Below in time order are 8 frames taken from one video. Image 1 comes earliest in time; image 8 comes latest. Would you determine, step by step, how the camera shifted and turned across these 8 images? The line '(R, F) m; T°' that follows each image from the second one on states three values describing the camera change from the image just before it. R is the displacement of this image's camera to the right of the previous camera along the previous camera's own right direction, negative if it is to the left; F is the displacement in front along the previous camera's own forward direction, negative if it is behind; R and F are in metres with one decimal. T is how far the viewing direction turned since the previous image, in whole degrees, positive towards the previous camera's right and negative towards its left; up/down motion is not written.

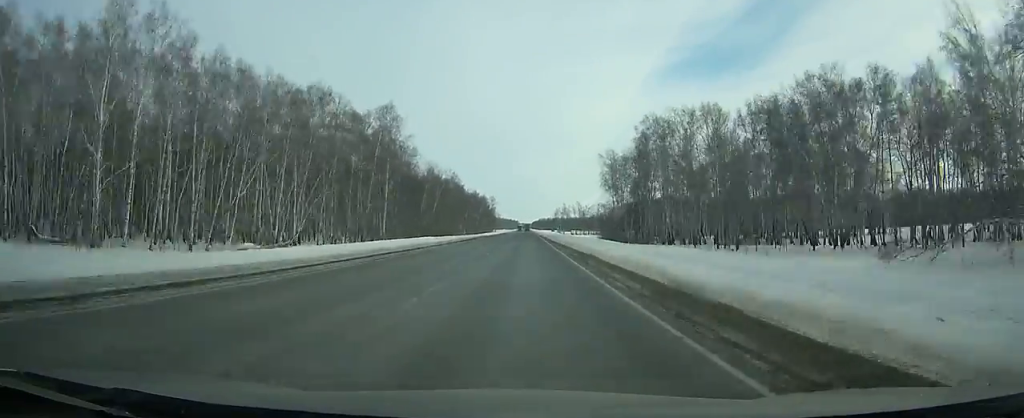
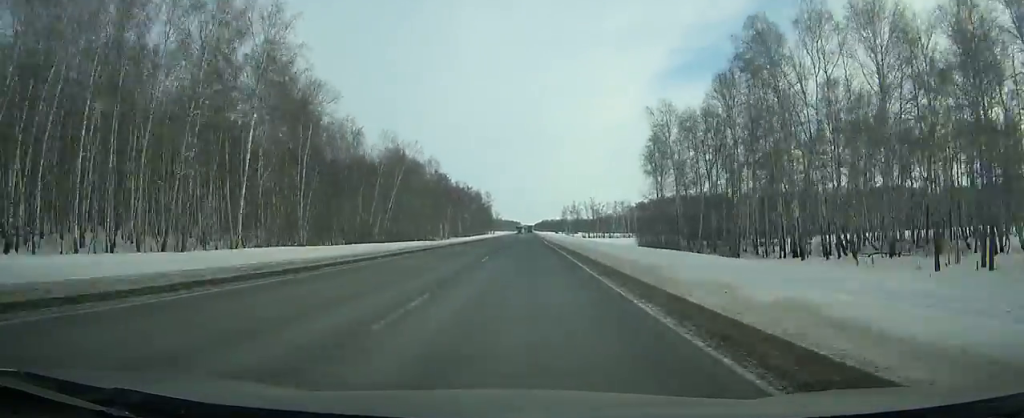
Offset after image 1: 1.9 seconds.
(-0.1, +50.5) m; 0°
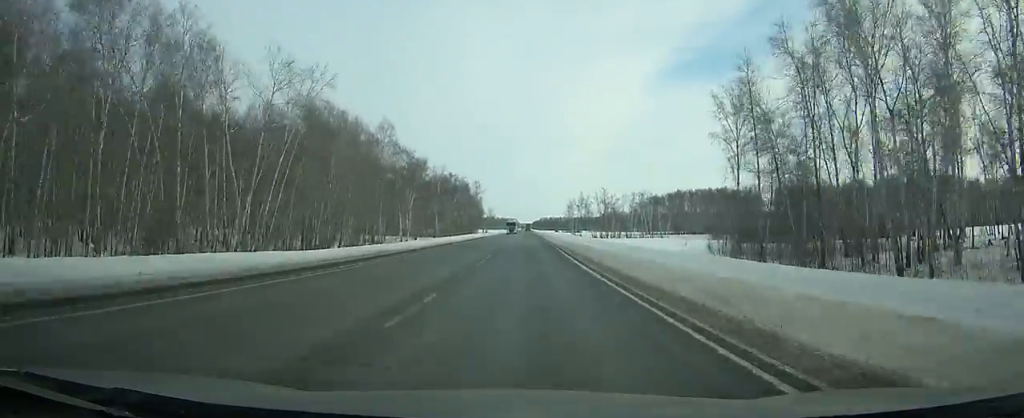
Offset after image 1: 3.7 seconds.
(0.0, +47.6) m; 0°
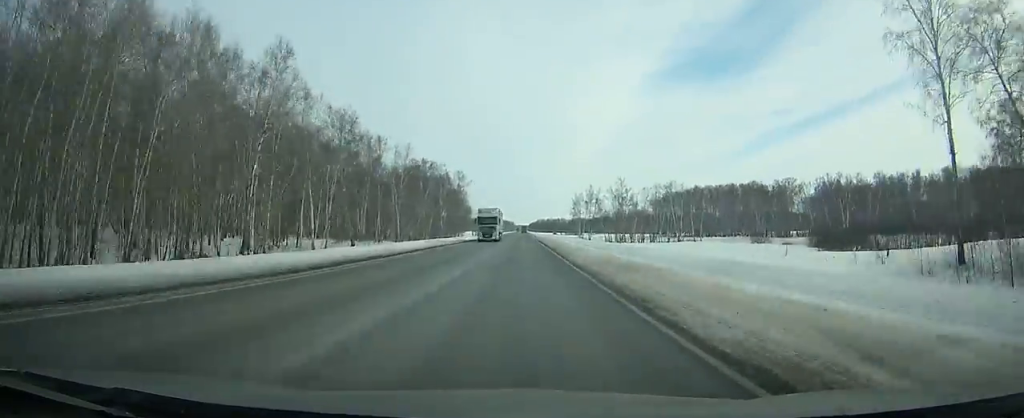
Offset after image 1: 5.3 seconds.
(0.0, +42.4) m; 0°
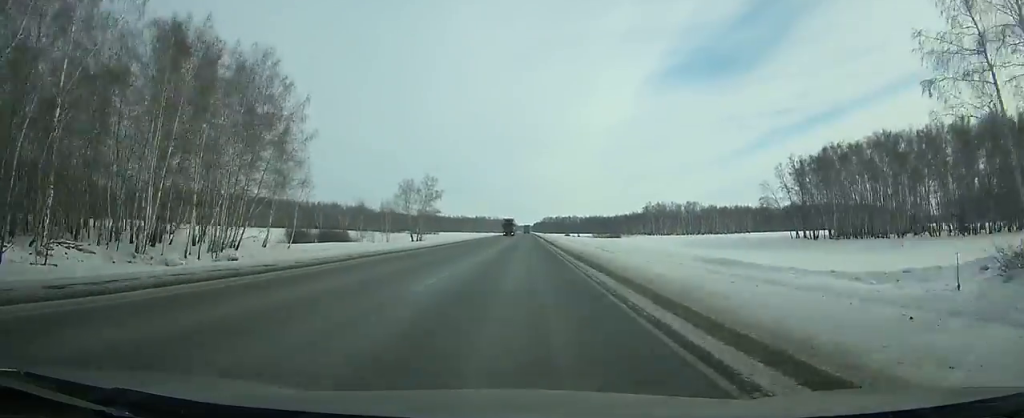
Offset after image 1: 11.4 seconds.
(+0.1, +162.1) m; 0°
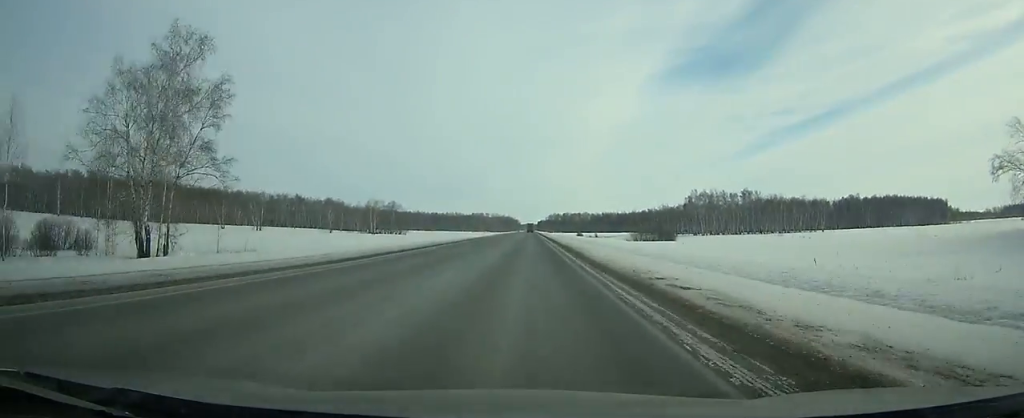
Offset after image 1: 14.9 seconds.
(-0.2, +93.8) m; 0°
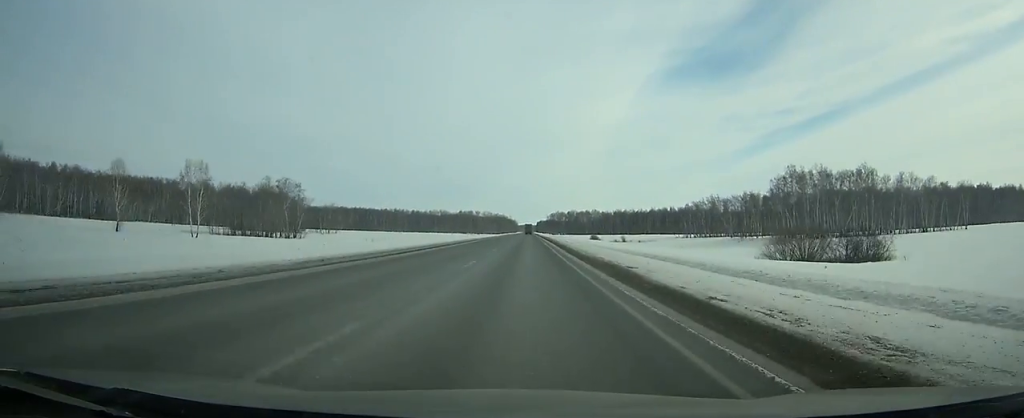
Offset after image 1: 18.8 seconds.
(-0.2, +105.6) m; 0°
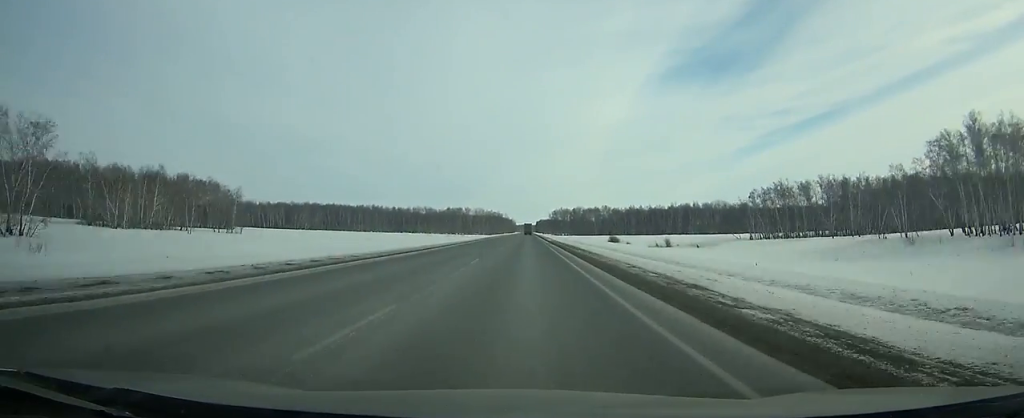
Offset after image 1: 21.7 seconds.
(-0.1, +79.0) m; 0°
